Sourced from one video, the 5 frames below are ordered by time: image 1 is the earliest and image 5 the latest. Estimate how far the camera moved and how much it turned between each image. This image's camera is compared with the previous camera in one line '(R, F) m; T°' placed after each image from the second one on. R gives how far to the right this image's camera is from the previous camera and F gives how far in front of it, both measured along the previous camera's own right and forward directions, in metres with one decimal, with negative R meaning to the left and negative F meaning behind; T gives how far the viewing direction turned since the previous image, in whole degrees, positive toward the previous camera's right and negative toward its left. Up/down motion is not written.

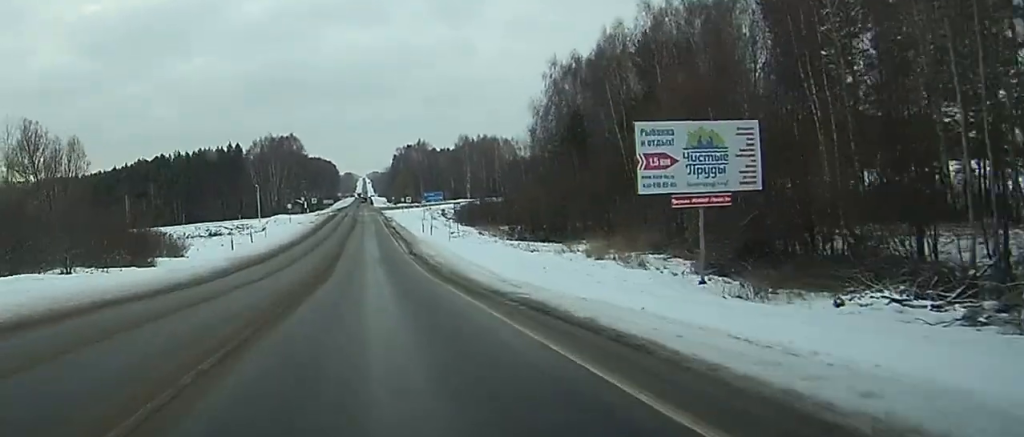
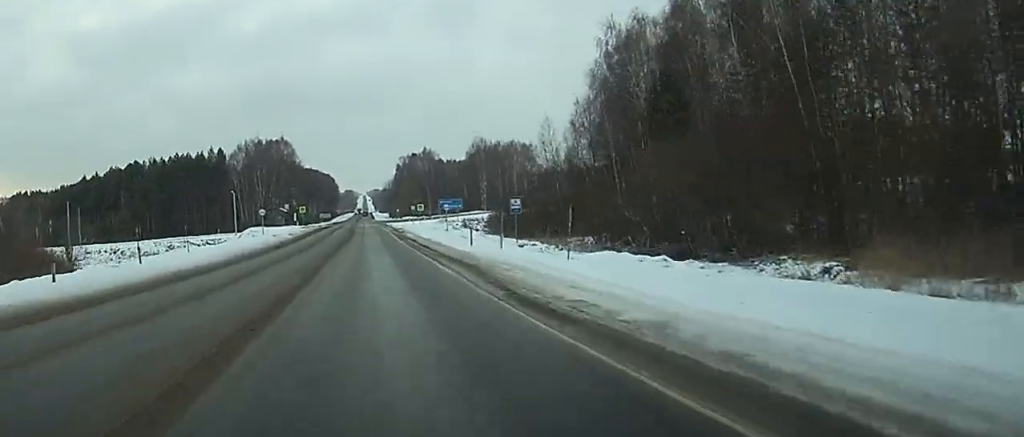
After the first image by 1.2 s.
(-0.1, +34.9) m; 0°
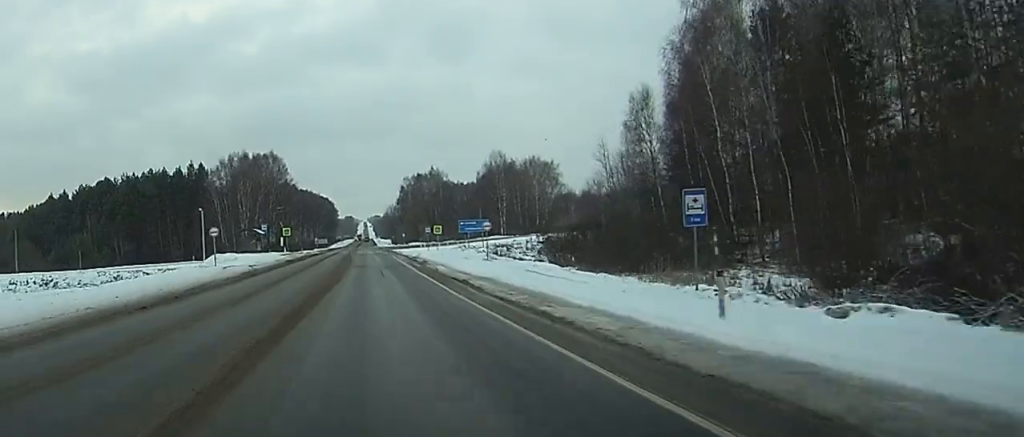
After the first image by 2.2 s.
(0.0, +30.7) m; 0°
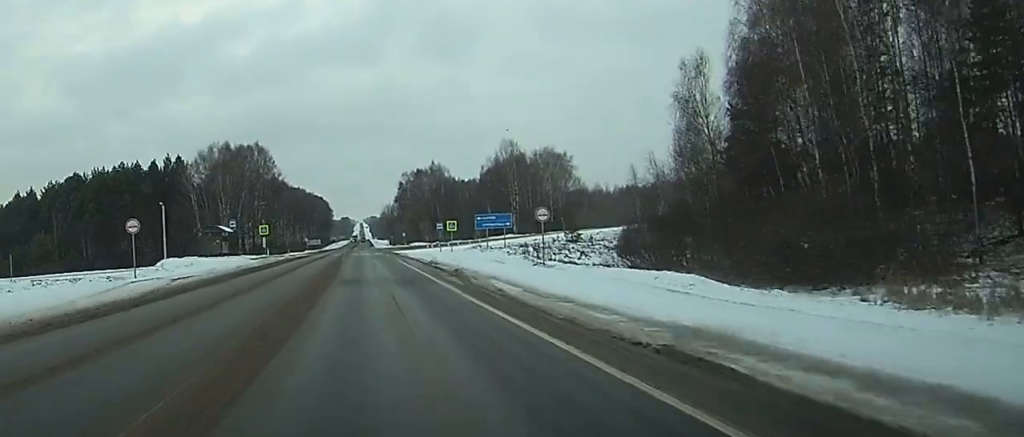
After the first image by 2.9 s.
(0.0, +21.7) m; 0°
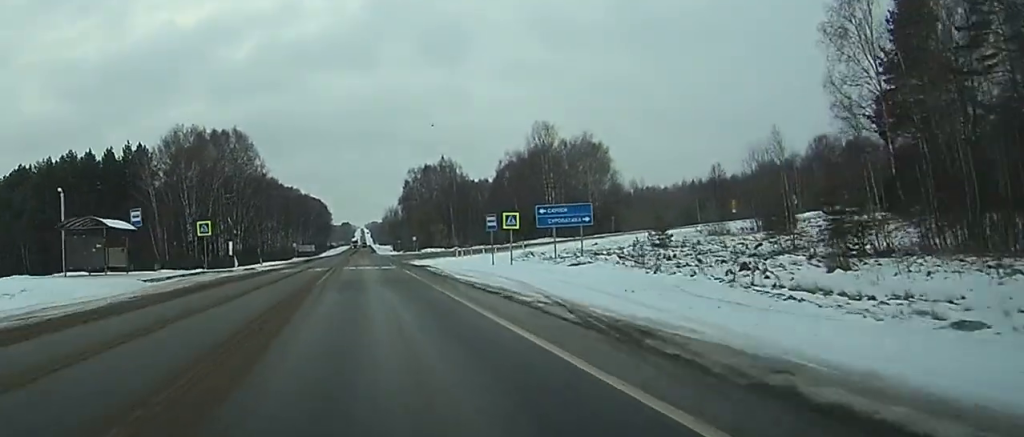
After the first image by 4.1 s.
(-0.1, +34.3) m; 0°
